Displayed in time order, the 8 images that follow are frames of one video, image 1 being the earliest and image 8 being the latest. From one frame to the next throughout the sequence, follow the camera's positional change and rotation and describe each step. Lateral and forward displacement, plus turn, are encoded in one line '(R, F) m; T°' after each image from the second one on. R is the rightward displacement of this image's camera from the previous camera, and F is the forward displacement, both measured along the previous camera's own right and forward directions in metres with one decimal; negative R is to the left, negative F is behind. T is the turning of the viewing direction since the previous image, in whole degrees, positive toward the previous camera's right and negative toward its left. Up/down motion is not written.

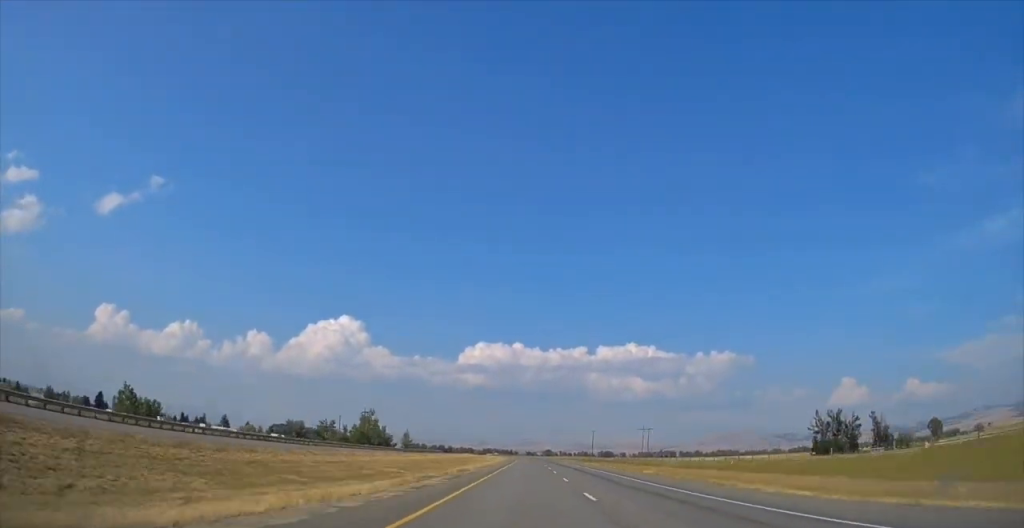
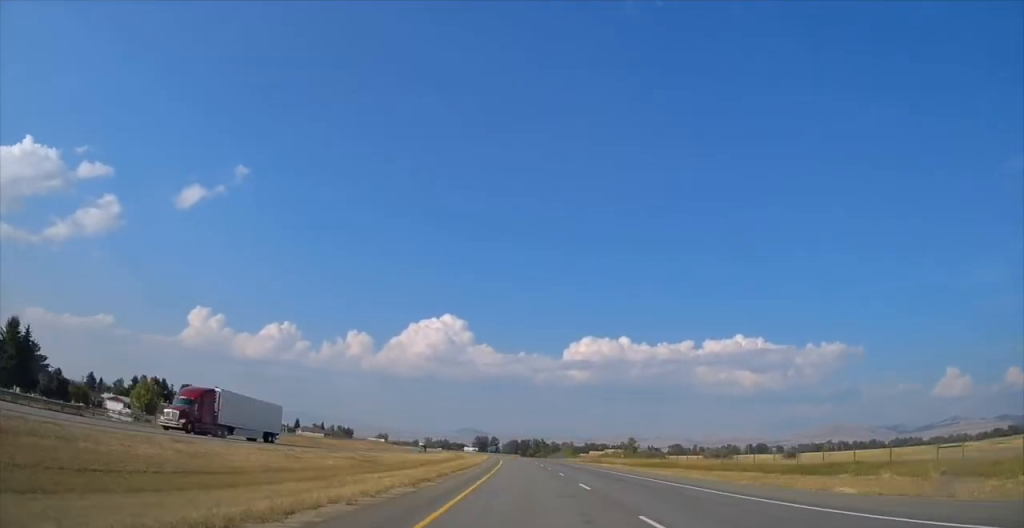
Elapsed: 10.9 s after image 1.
(-26.4, +426.8) m; -9°
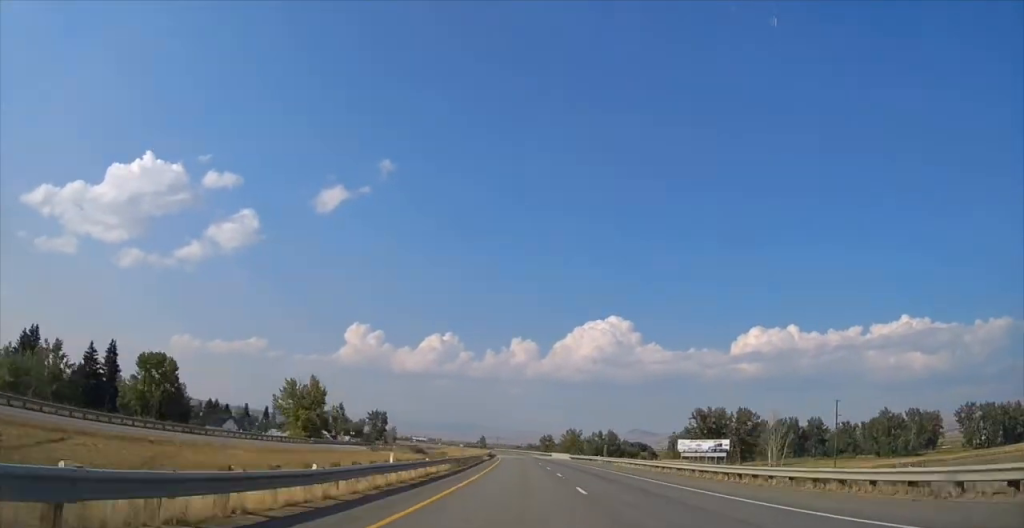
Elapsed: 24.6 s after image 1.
(-67.6, +528.7) m; -14°
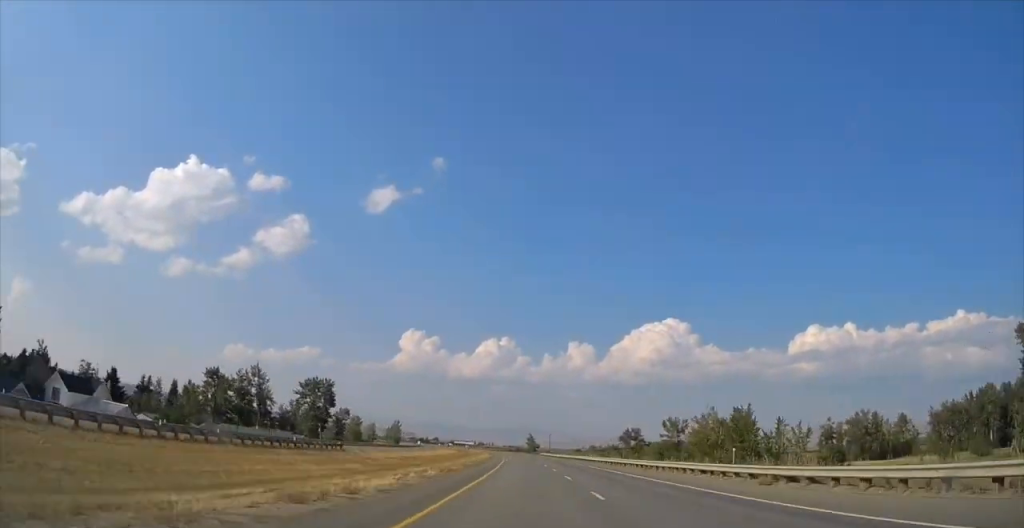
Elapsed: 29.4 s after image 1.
(-9.7, +187.1) m; -5°
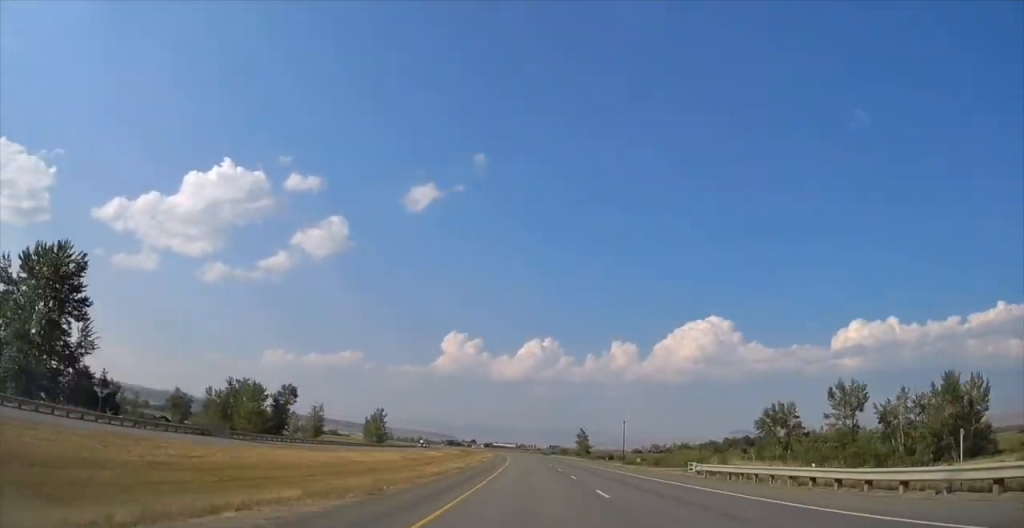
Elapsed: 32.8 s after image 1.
(-3.2, +135.3) m; -4°
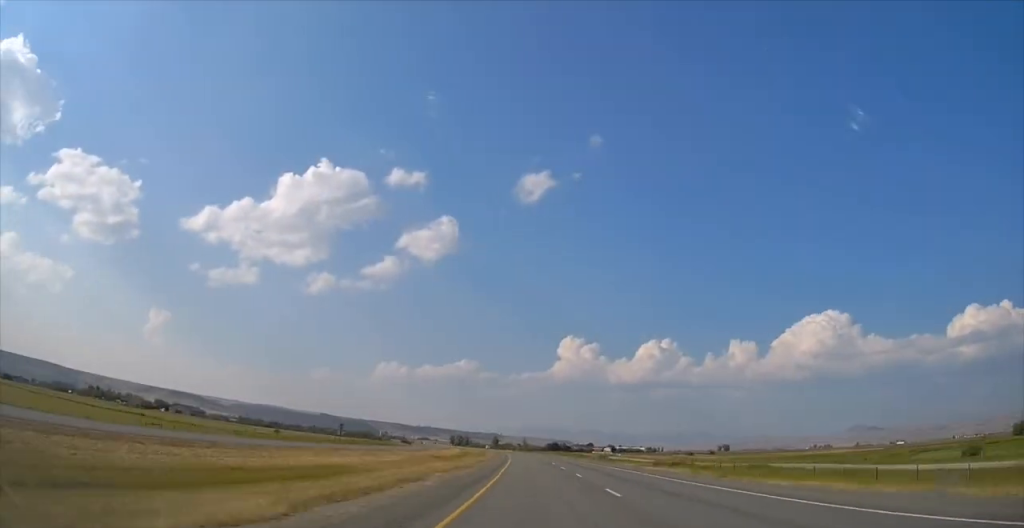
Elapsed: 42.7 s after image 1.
(-30.9, +379.2) m; -10°
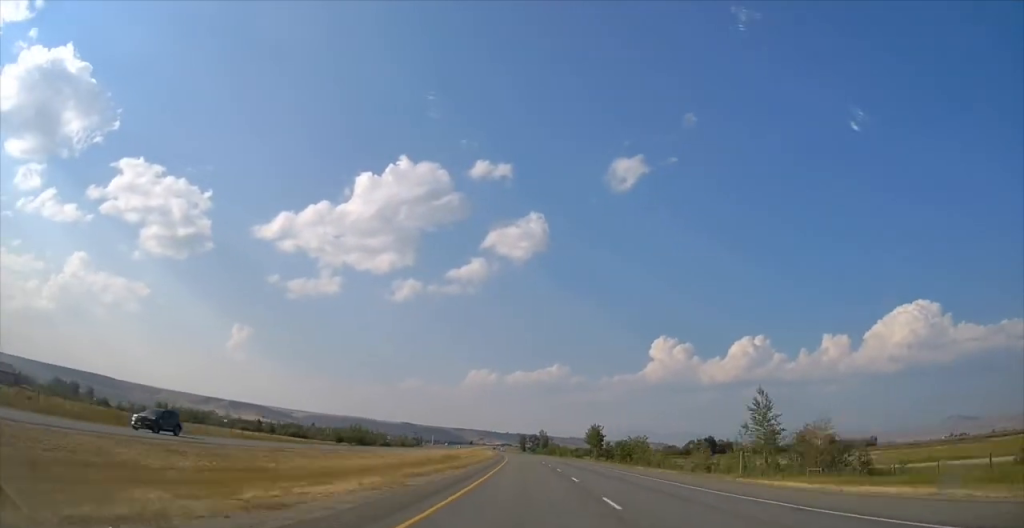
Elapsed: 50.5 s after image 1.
(-20.3, +300.5) m; -7°
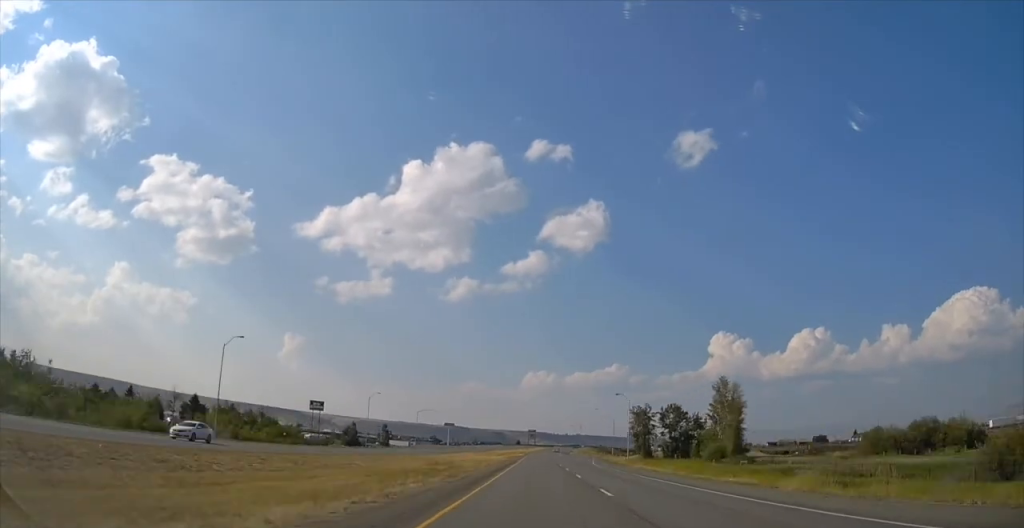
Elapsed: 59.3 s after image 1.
(-14.7, +343.4) m; 0°
